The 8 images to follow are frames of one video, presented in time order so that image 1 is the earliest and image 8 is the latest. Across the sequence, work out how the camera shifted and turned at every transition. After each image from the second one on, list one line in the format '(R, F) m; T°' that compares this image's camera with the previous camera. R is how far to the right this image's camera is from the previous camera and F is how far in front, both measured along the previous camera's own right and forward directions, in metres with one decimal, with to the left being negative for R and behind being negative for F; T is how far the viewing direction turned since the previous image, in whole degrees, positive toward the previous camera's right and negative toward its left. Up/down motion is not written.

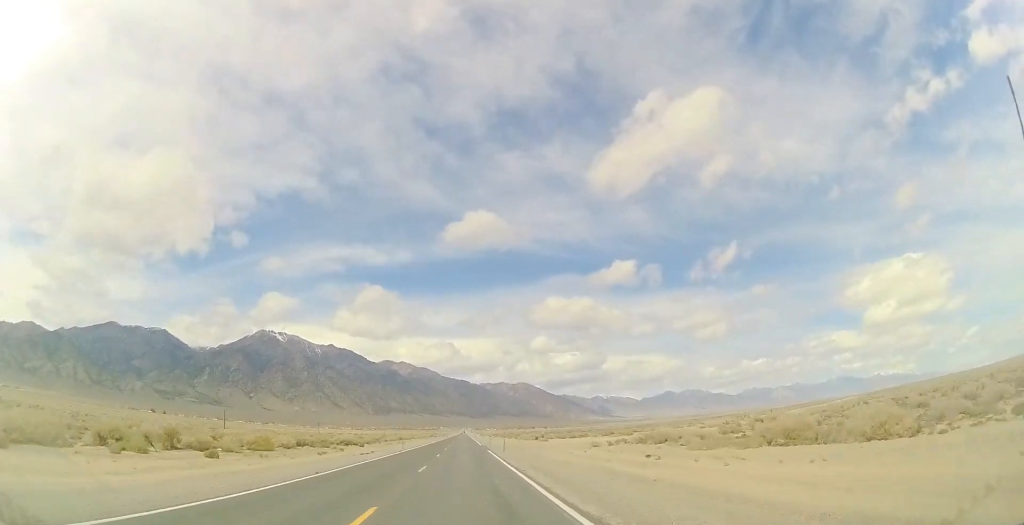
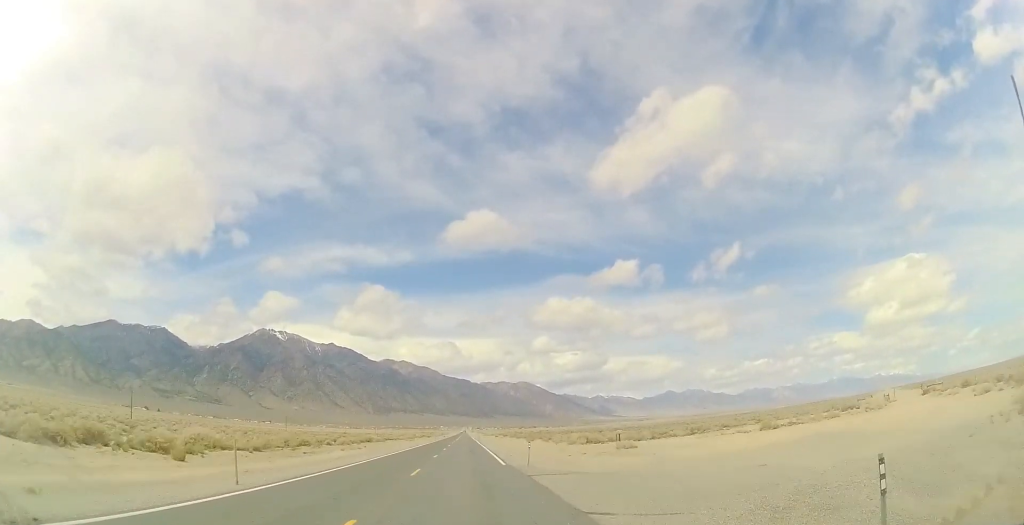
(-0.6, +42.0) m; -1°
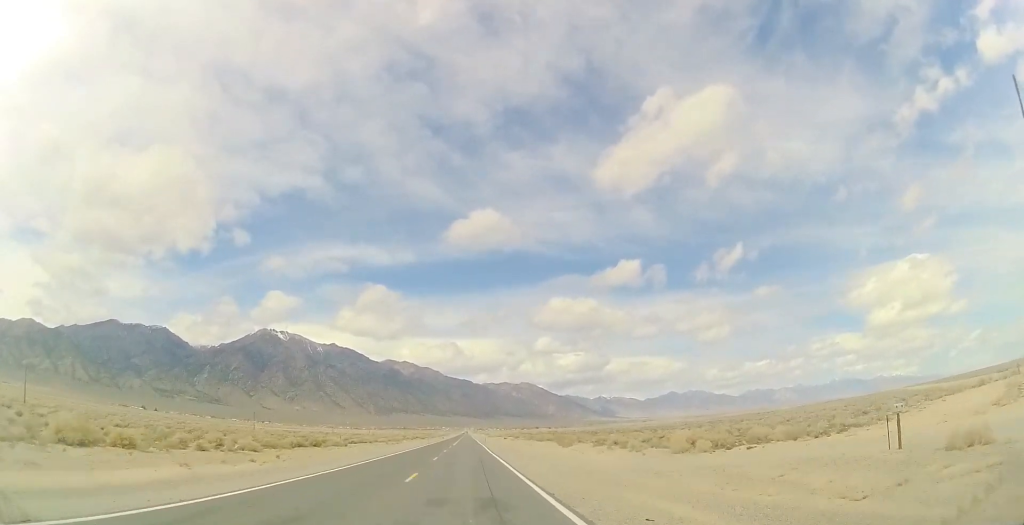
(+0.1, +29.7) m; 0°
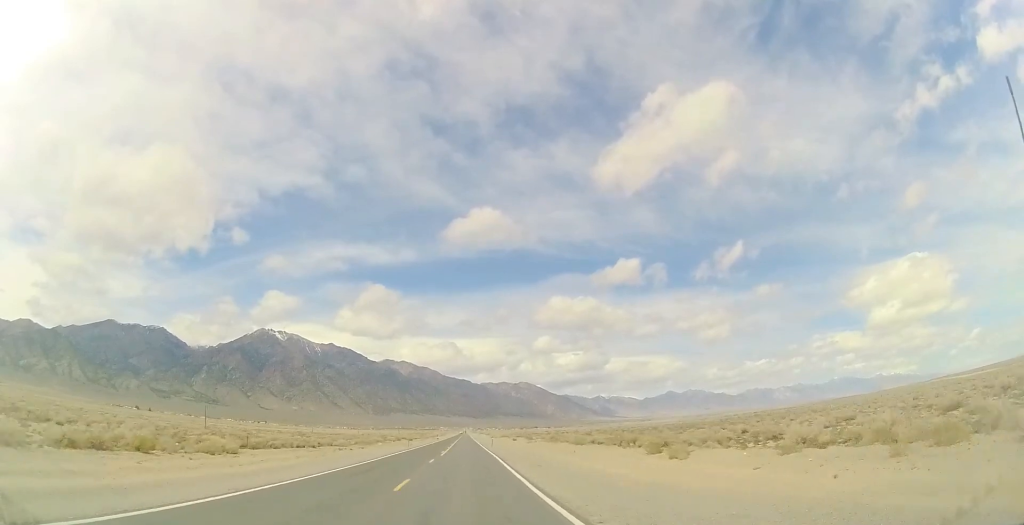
(-0.2, +29.5) m; 0°
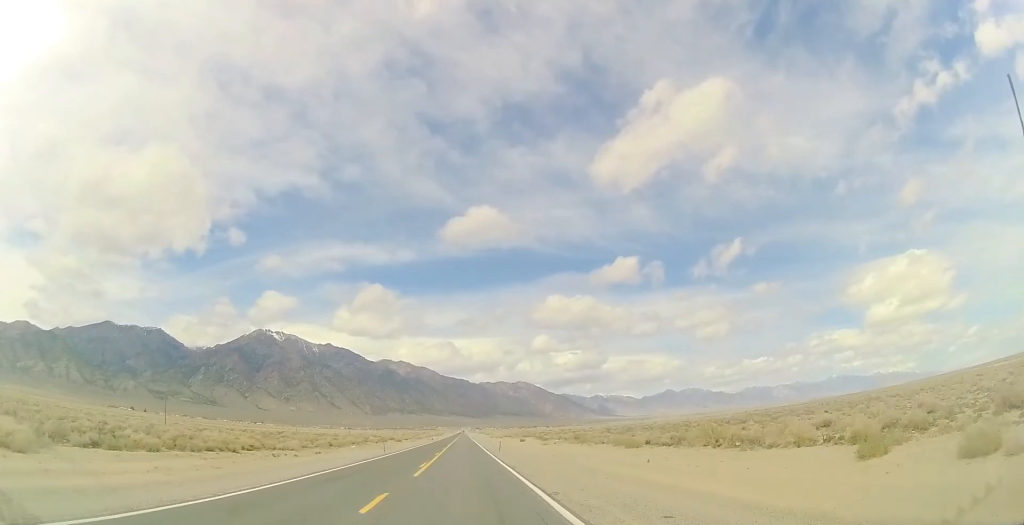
(+0.1, +17.8) m; 0°
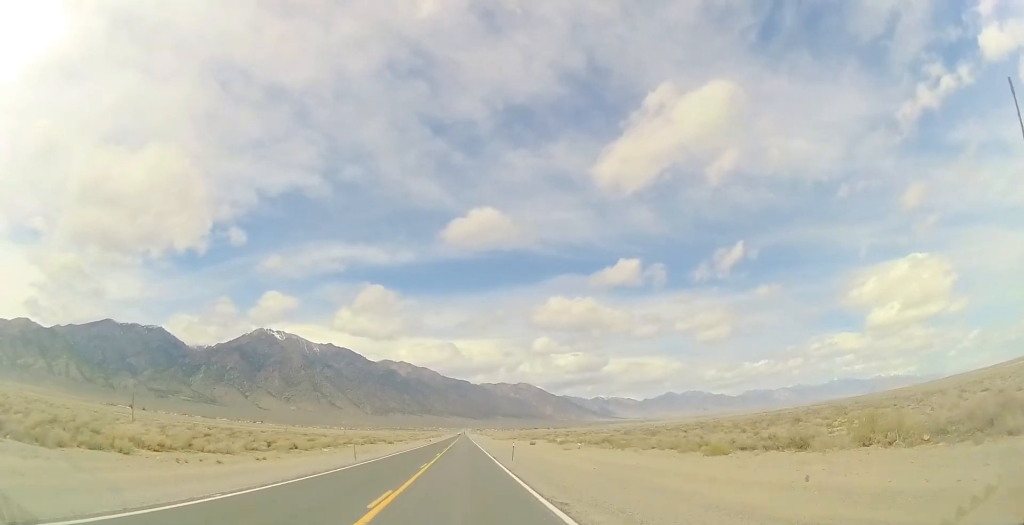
(0.0, +12.6) m; 0°
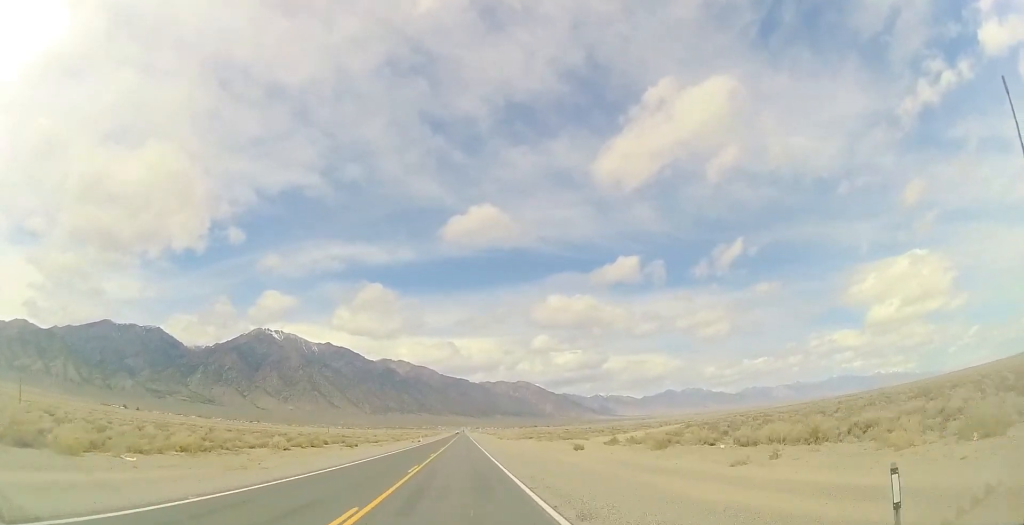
(+0.1, +31.3) m; 0°
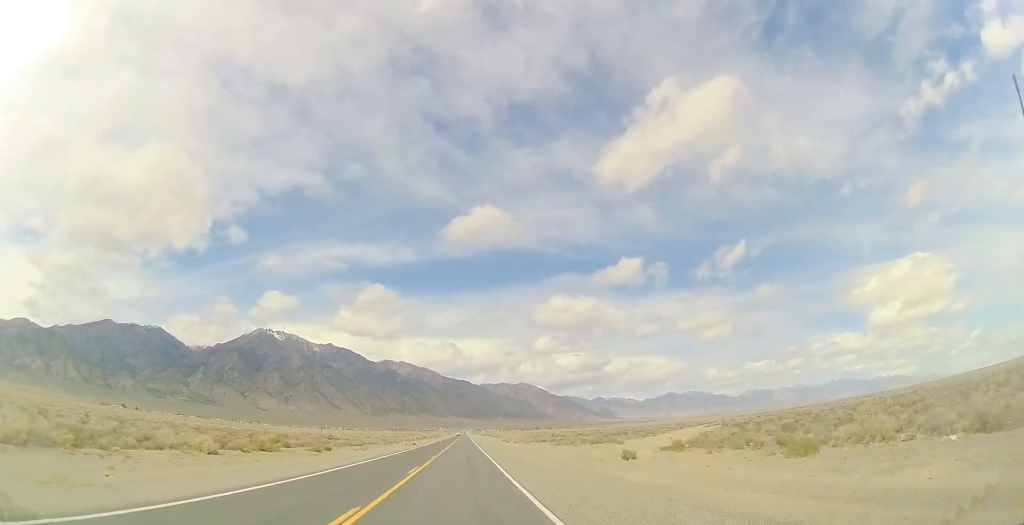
(+0.1, +13.4) m; 0°
